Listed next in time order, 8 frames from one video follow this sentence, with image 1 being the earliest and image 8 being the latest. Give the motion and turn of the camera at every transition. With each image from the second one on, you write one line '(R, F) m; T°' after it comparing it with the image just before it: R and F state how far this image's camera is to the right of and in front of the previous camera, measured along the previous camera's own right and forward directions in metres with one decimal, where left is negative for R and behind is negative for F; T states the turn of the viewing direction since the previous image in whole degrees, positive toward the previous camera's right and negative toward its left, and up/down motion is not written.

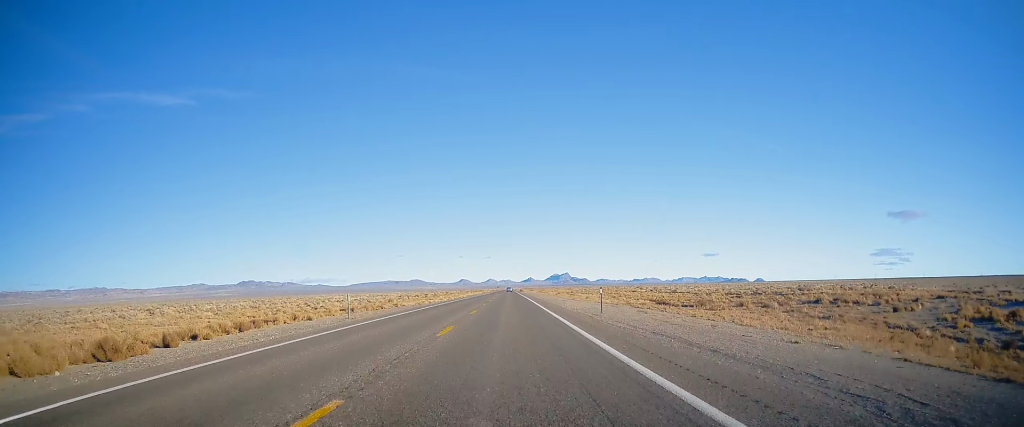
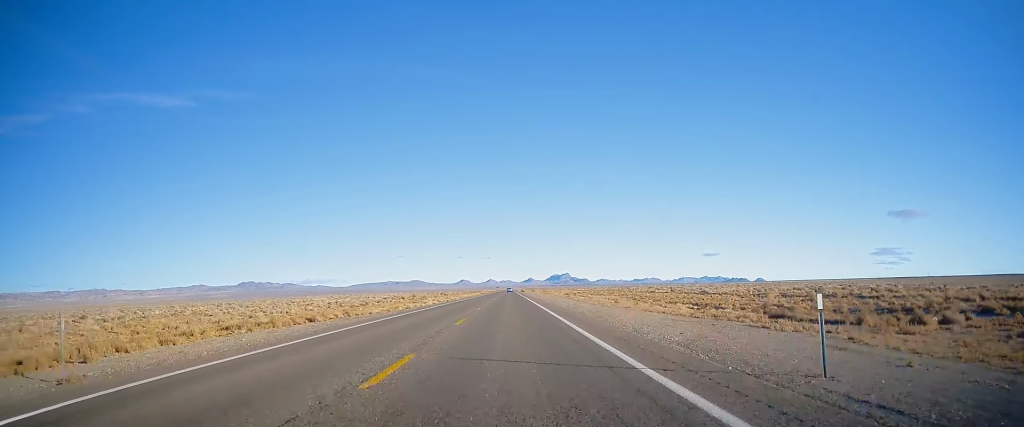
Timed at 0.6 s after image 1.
(+0.1, +20.0) m; 0°
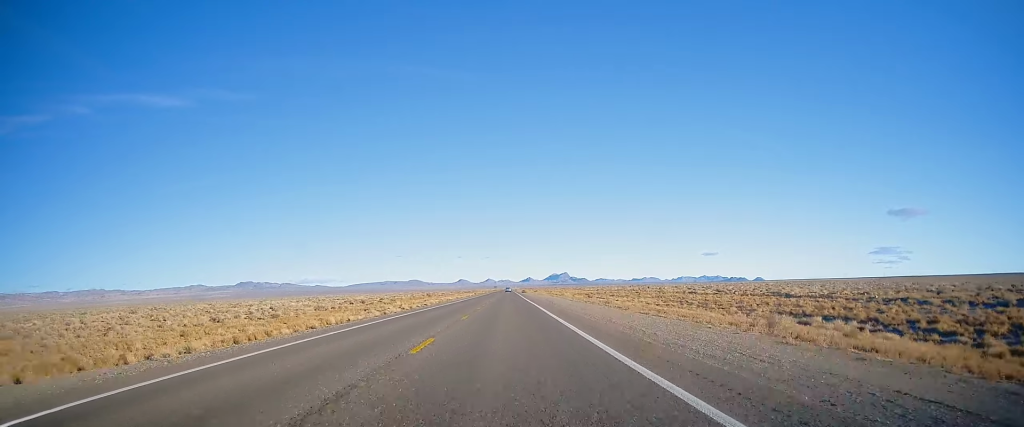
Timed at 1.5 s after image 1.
(-0.1, +32.9) m; 0°
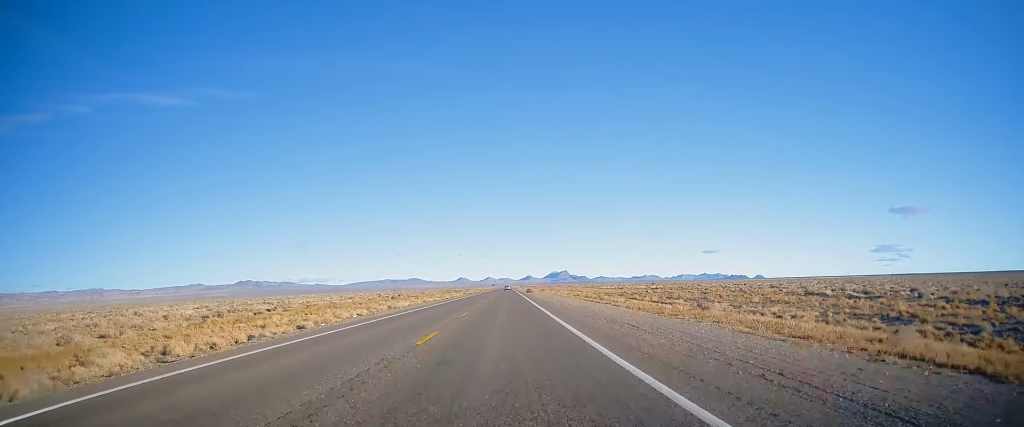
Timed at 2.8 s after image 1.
(+0.1, +47.1) m; +1°
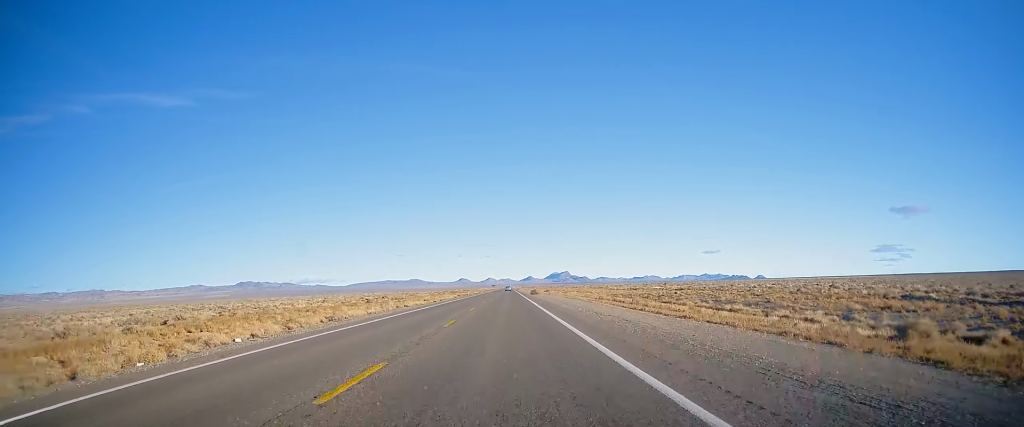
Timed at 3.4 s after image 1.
(+0.1, +18.9) m; 0°
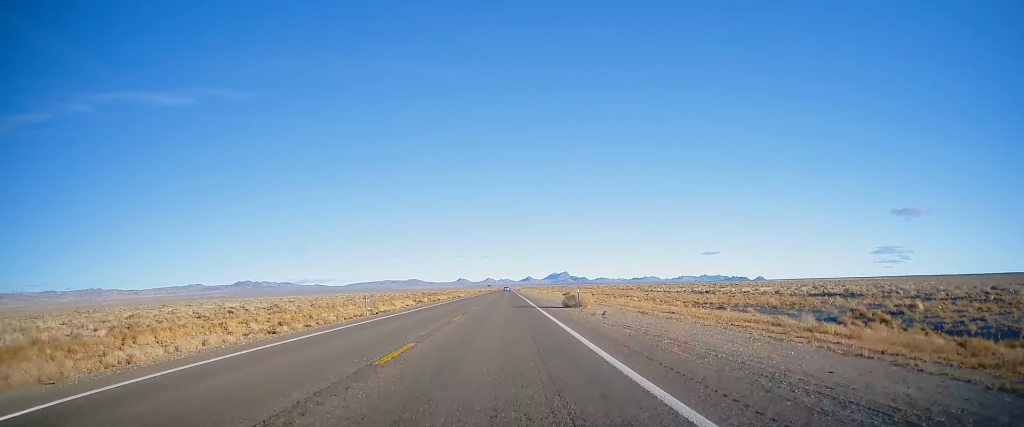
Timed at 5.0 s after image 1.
(0.0, +57.6) m; 0°
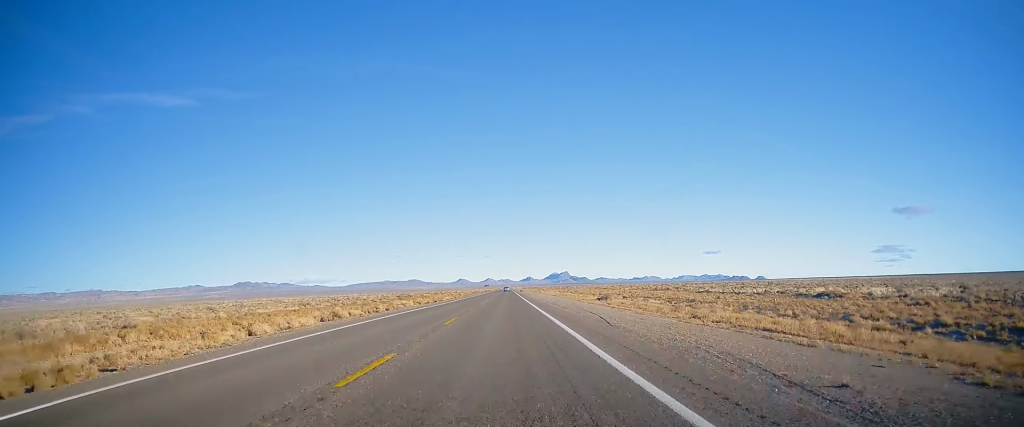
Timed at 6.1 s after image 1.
(0.0, +38.5) m; 0°
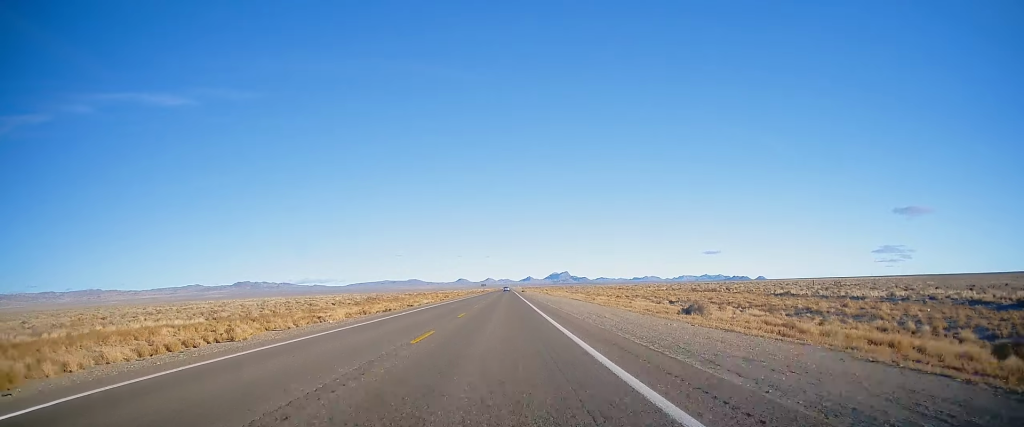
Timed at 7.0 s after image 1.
(-0.1, +30.3) m; 0°
